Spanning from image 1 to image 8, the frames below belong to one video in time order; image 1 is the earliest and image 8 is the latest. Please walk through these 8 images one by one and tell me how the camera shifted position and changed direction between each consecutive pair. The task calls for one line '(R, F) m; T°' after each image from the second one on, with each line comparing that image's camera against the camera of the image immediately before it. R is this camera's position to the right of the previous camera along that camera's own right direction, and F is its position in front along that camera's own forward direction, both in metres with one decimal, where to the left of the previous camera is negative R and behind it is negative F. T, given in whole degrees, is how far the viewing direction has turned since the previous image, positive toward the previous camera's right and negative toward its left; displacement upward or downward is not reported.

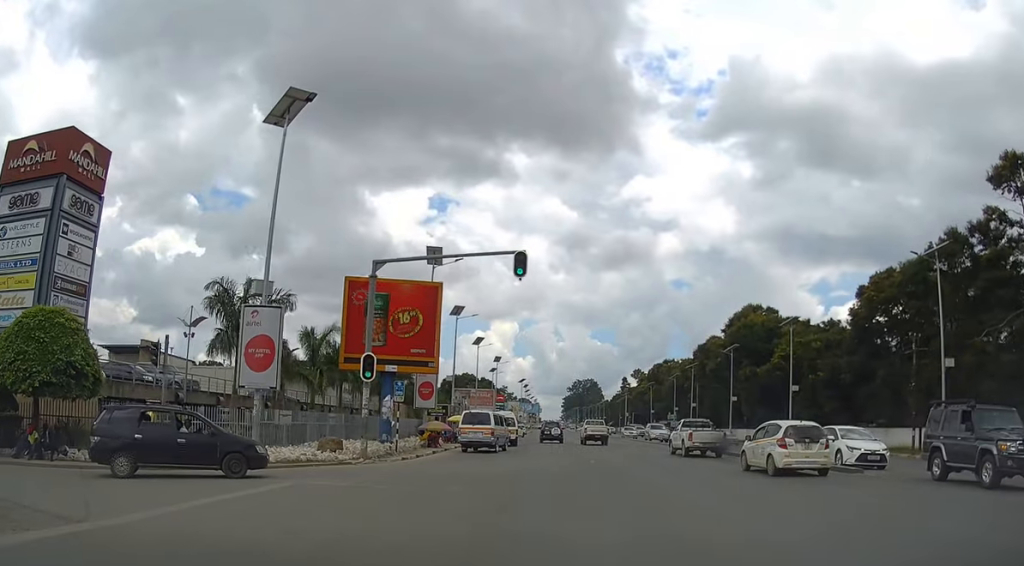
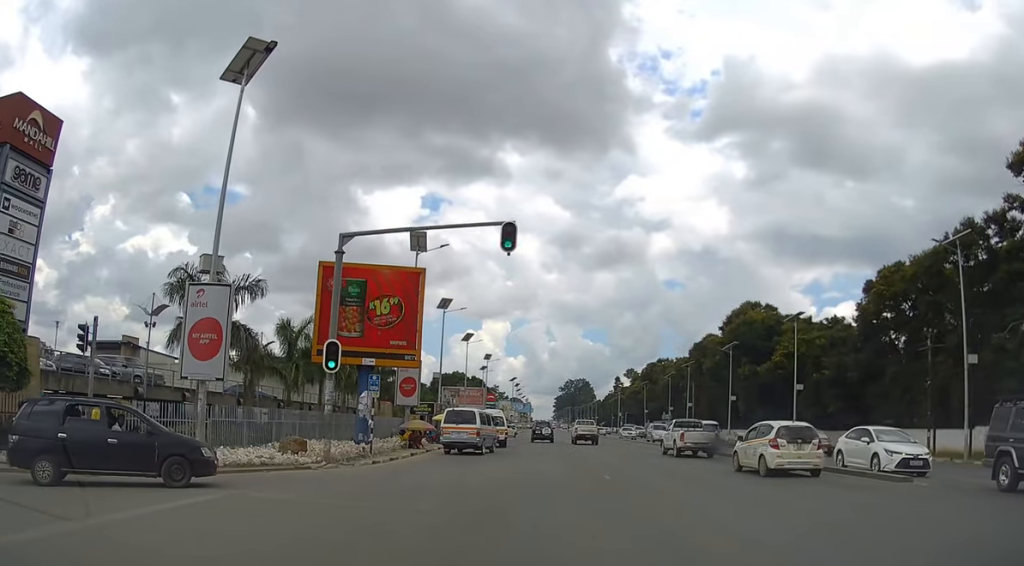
(+0.1, +3.2) m; +1°
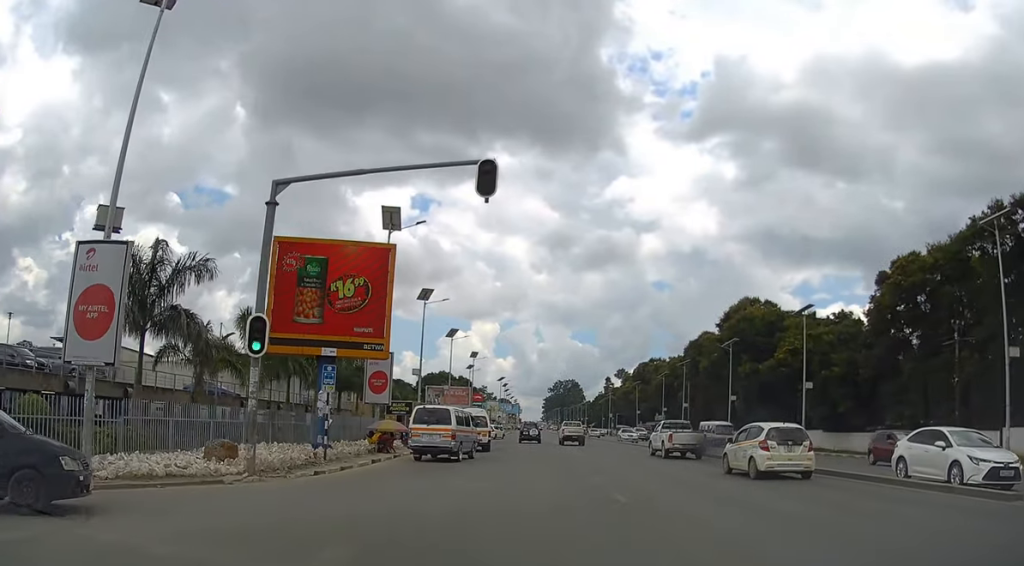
(0.0, +4.8) m; 0°
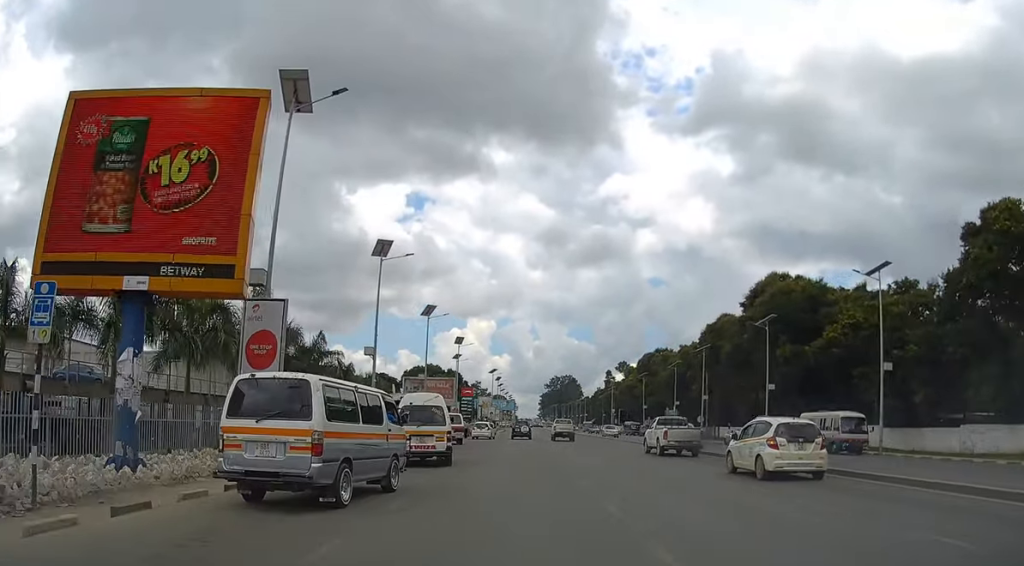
(-0.1, +14.5) m; +1°
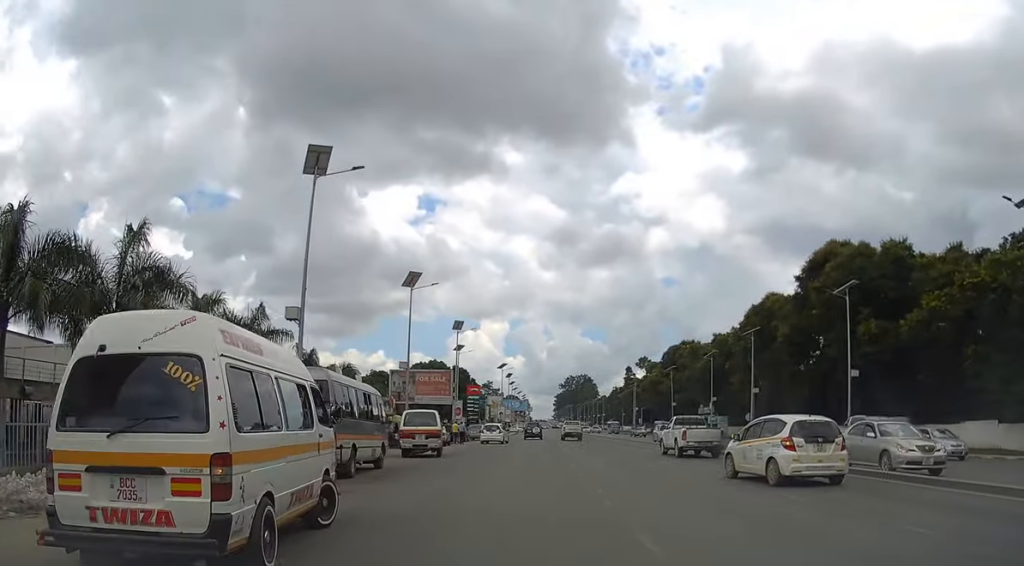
(0.0, +15.6) m; -1°
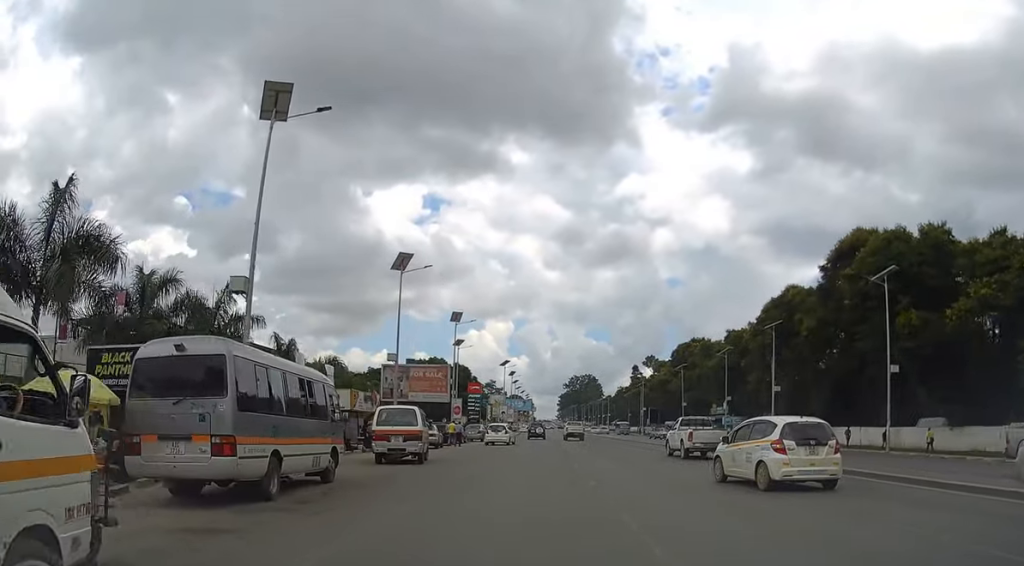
(-0.1, +5.7) m; 0°
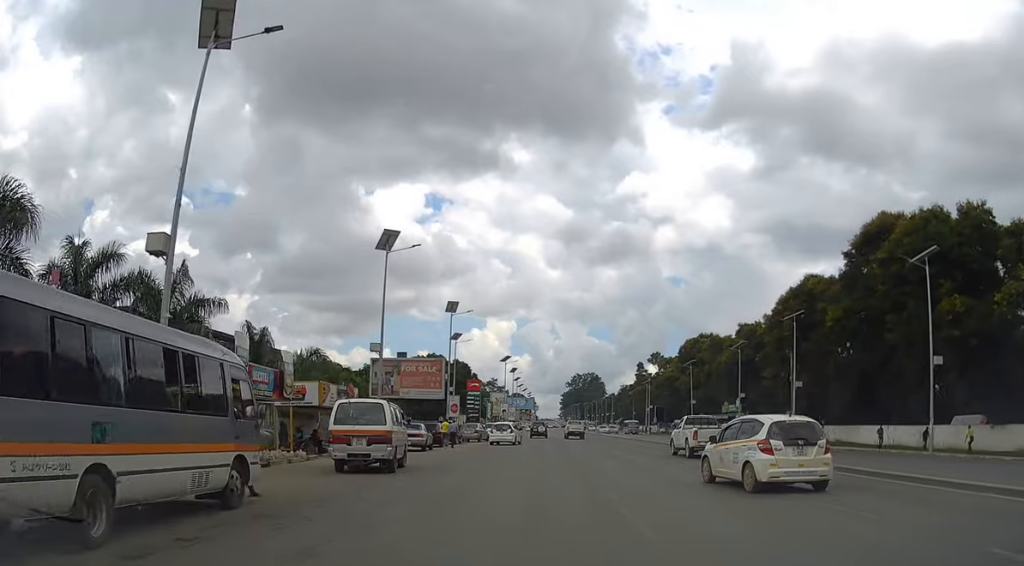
(0.0, +5.4) m; 0°
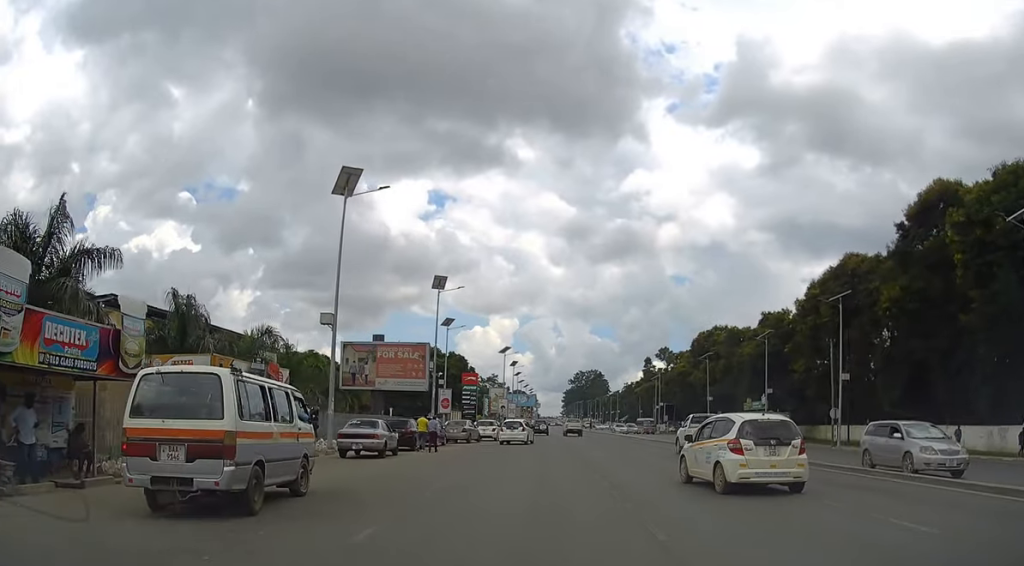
(+0.1, +10.3) m; 0°
